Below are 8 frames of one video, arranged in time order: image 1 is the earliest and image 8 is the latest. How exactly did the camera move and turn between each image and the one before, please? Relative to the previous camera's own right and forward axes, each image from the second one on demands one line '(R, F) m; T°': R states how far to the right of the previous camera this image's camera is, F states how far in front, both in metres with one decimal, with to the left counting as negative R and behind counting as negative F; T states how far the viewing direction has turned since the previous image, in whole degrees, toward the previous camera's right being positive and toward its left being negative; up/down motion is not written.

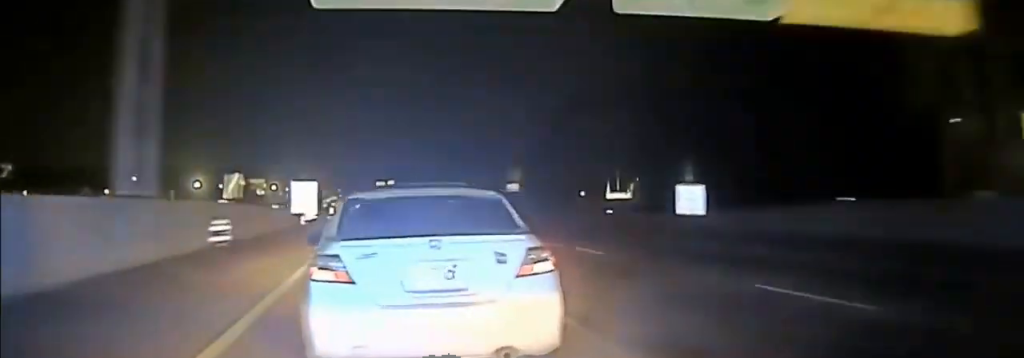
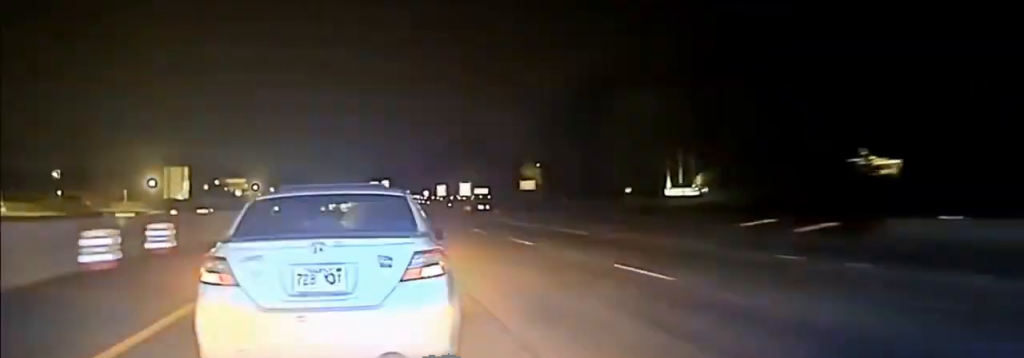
(0.0, +41.2) m; 0°
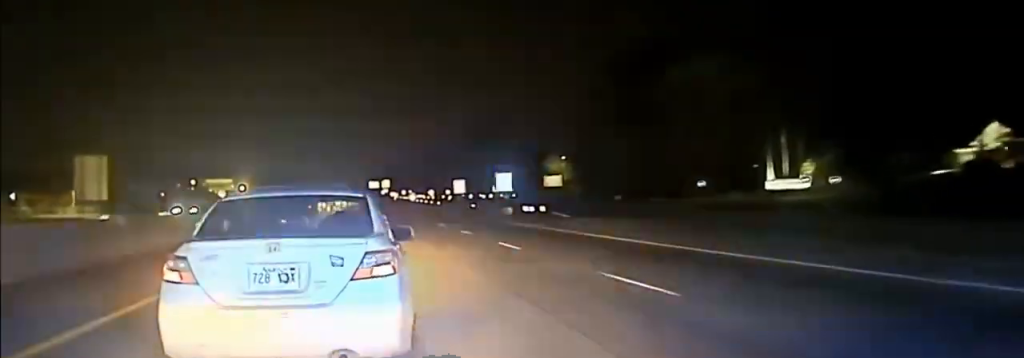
(+0.2, +38.2) m; +1°
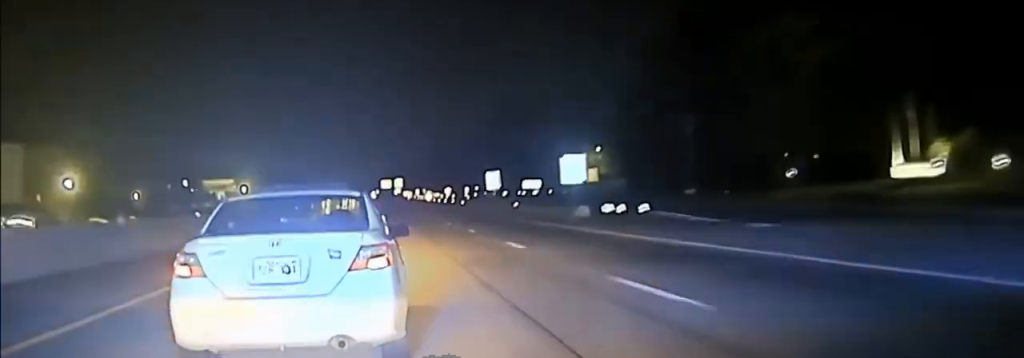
(+0.3, +27.2) m; 0°
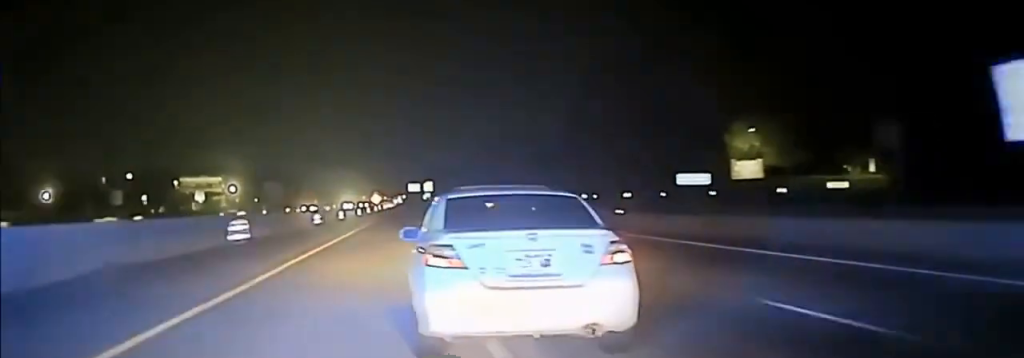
(-1.0, +75.5) m; -2°
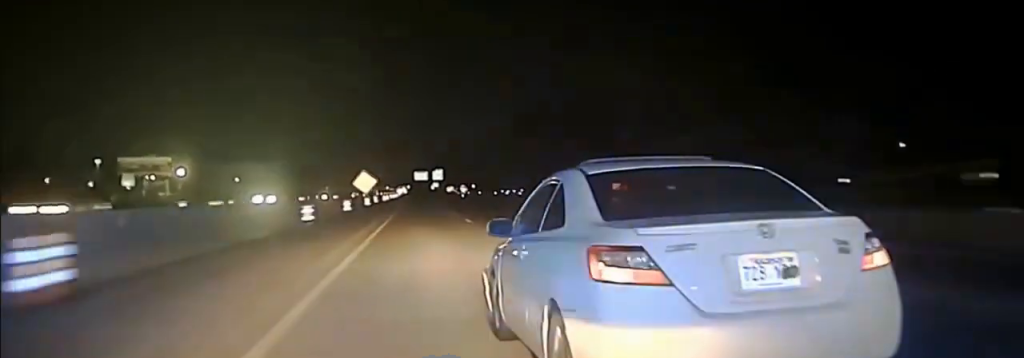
(-0.9, +66.7) m; -1°
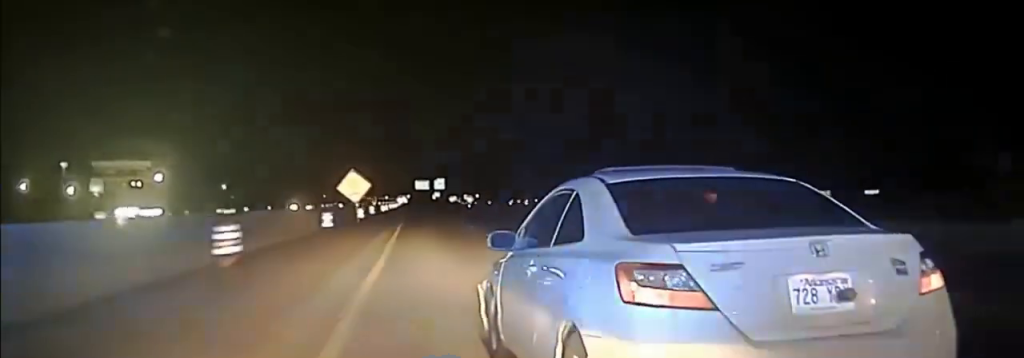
(0.0, +21.2) m; 0°
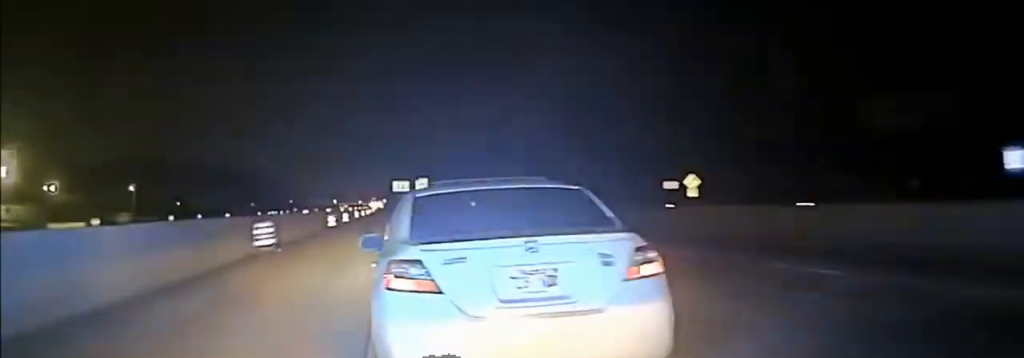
(-0.2, +71.2) m; +1°
